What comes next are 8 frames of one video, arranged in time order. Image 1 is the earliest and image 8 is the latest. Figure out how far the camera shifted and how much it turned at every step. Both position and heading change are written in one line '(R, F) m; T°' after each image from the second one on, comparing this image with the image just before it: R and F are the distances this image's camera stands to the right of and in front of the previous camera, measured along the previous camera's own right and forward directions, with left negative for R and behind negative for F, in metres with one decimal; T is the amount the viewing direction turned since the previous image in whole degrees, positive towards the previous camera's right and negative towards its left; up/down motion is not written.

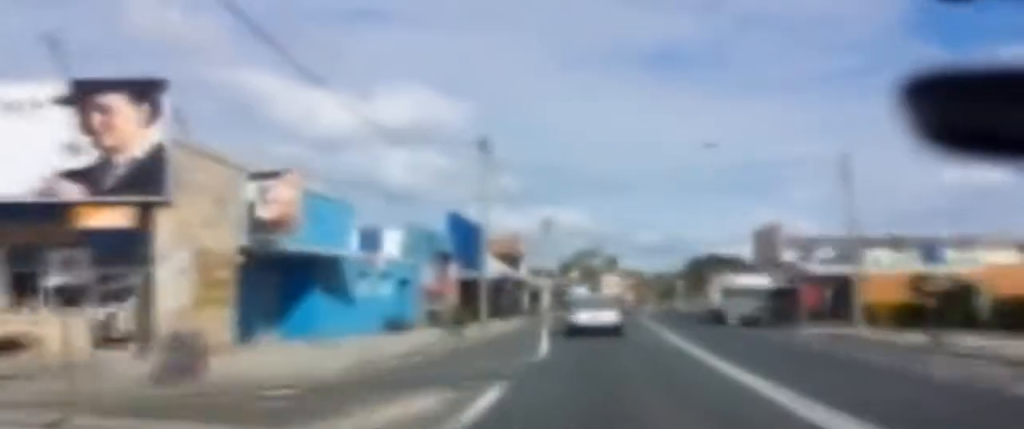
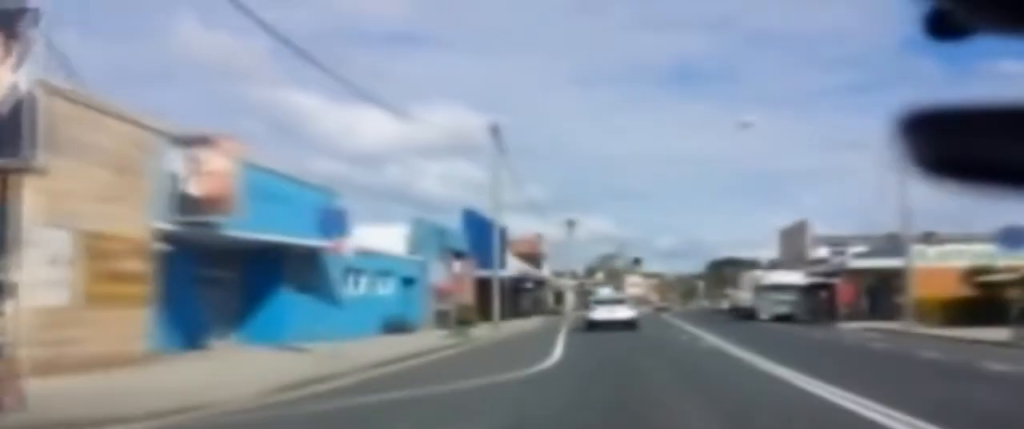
(0.0, +6.5) m; -1°
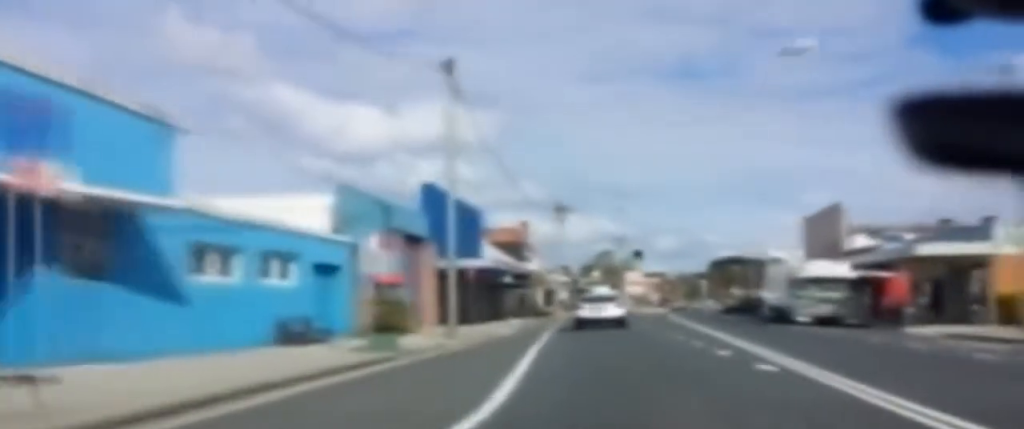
(-0.1, +9.6) m; -1°
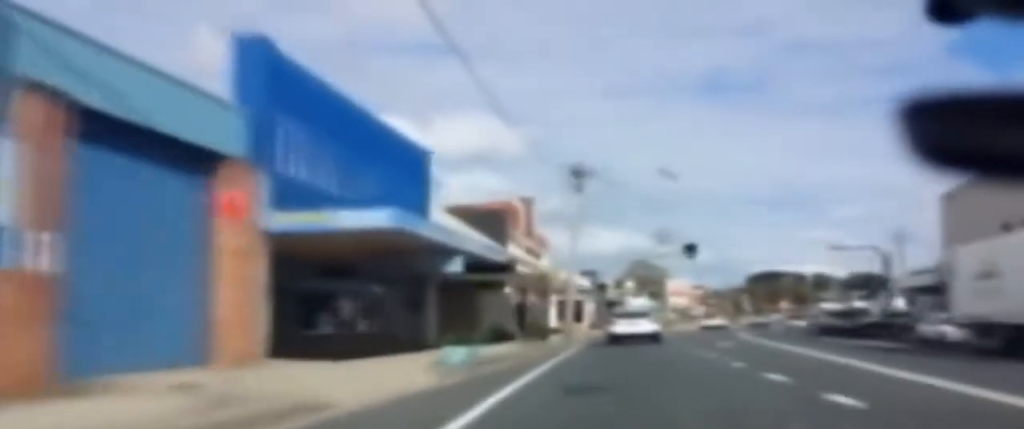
(-0.3, +23.6) m; -1°
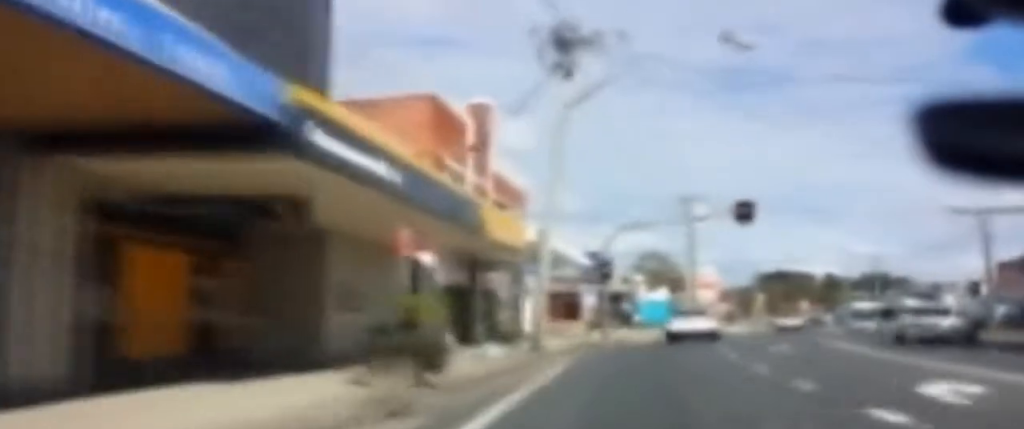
(+0.4, +19.8) m; +3°
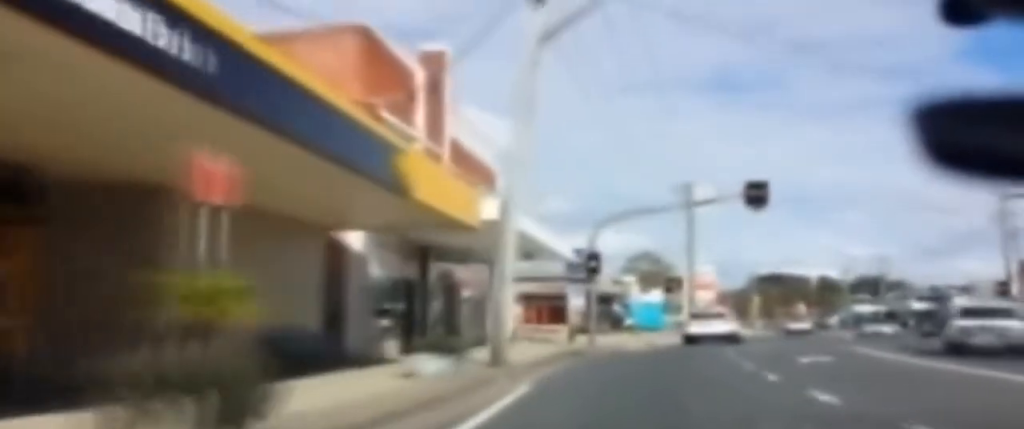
(0.0, +5.5) m; +1°
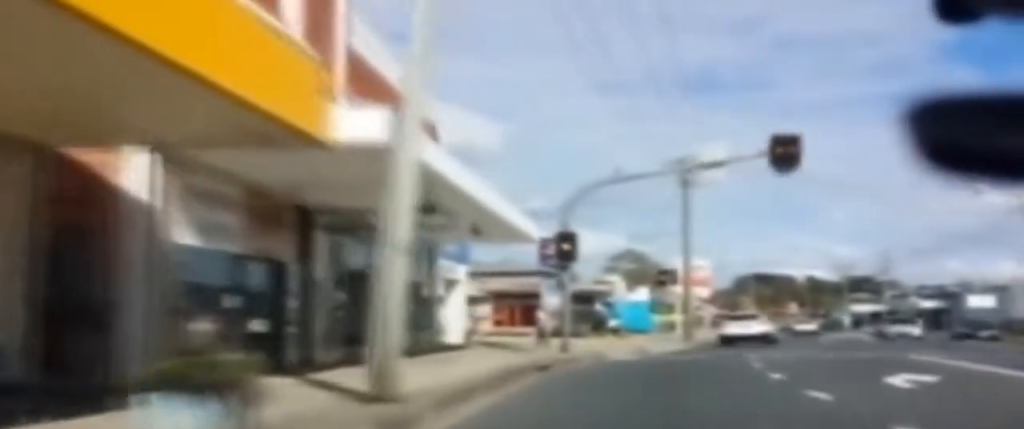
(+0.2, +7.7) m; -1°
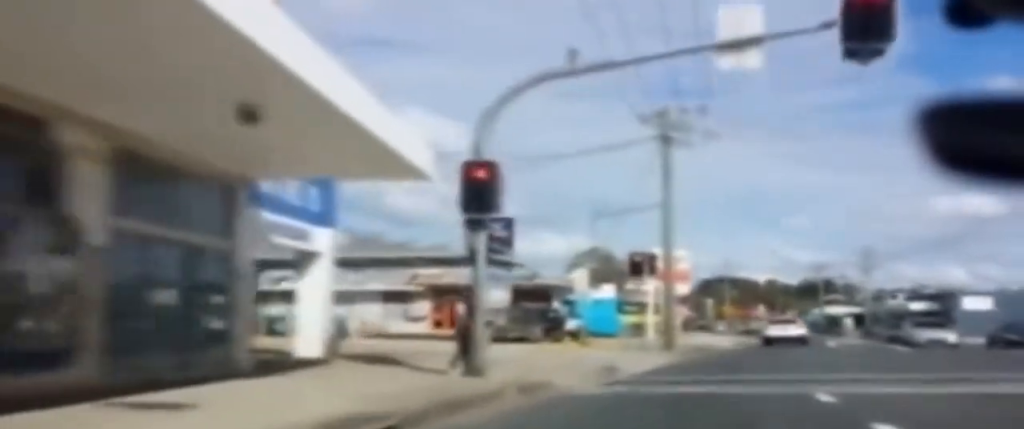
(-0.3, +11.2) m; +2°
